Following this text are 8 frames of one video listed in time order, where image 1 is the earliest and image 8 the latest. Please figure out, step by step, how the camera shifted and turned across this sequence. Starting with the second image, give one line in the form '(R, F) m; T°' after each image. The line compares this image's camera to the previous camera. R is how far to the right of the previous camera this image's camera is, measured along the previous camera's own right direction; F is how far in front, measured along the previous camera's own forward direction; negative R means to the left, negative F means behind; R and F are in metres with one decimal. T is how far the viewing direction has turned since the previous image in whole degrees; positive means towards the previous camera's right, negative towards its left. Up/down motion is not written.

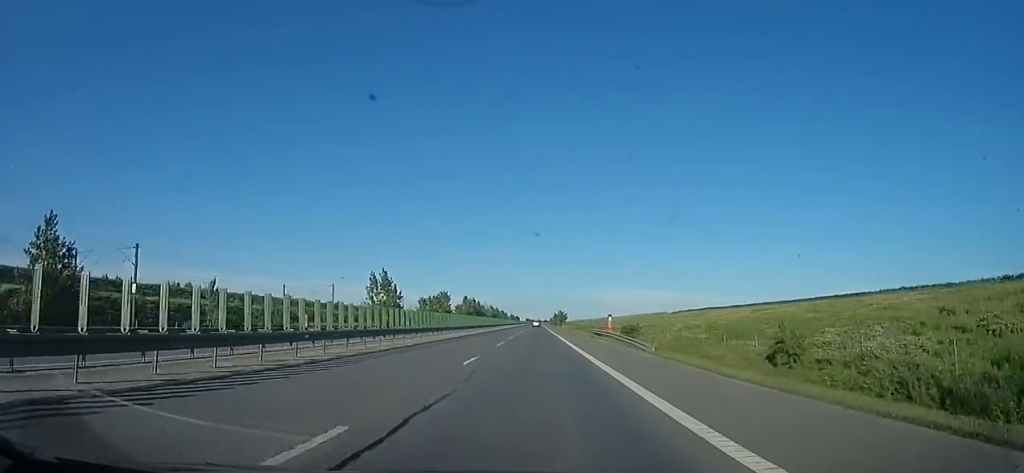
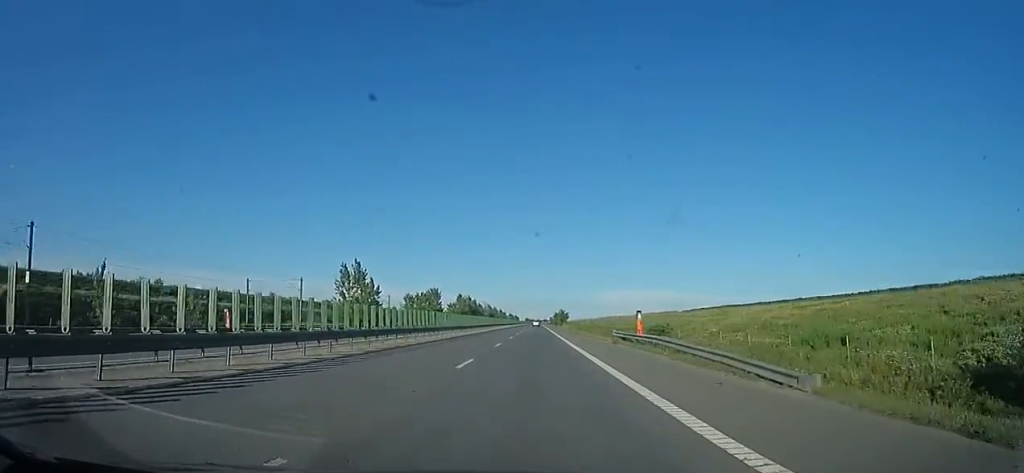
(+0.5, +13.4) m; +1°
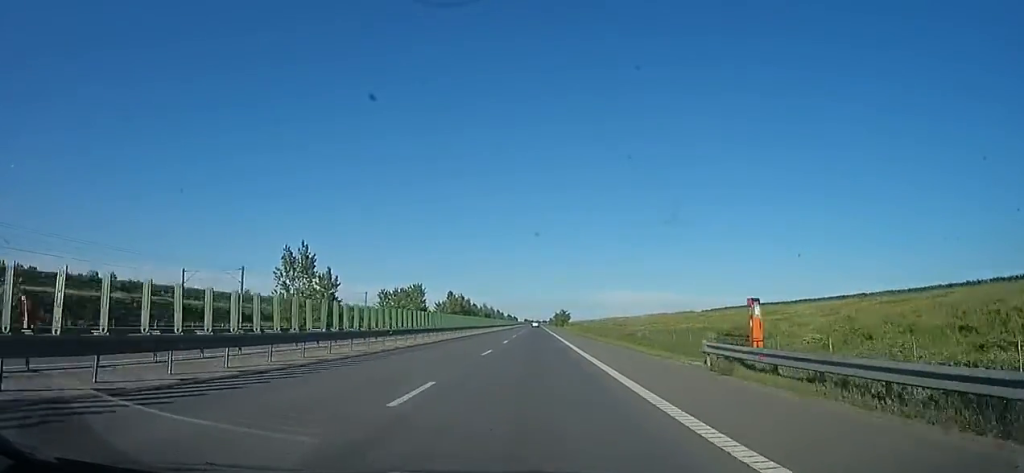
(+0.4, +17.9) m; +1°
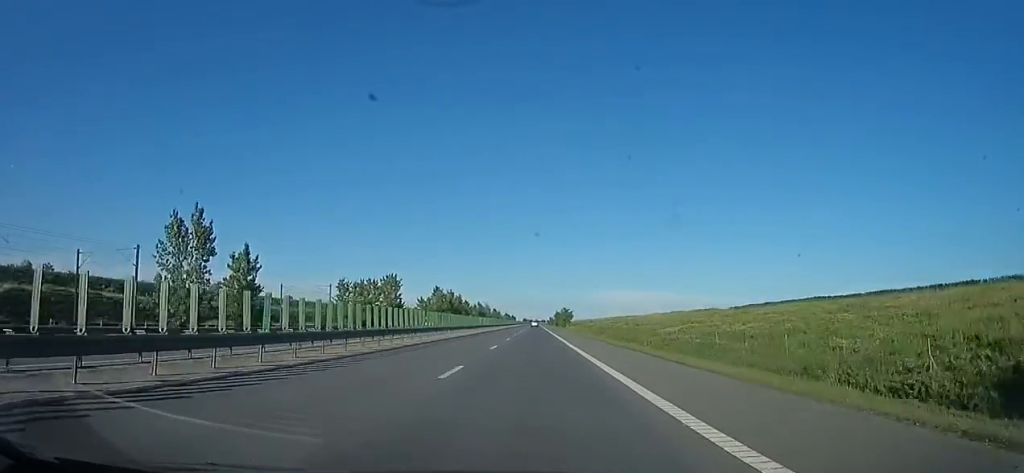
(0.0, +20.3) m; 0°
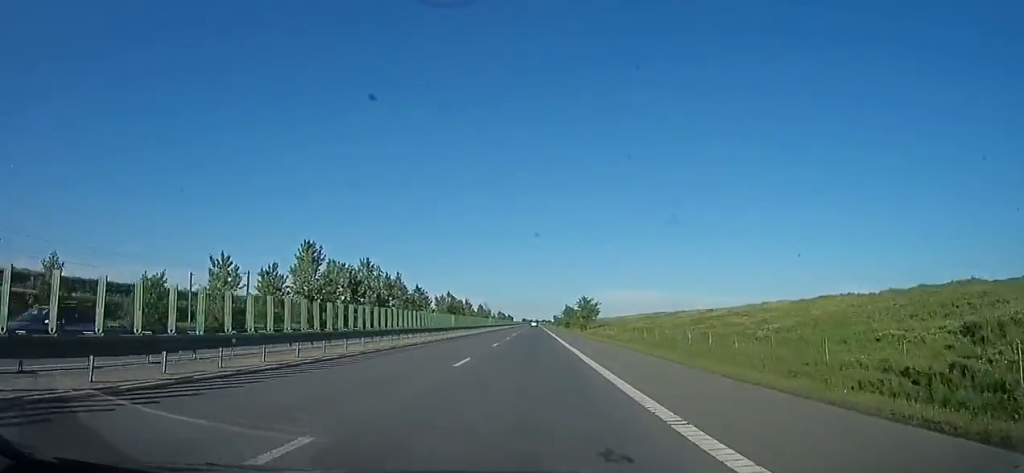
(+0.1, +81.2) m; -2°
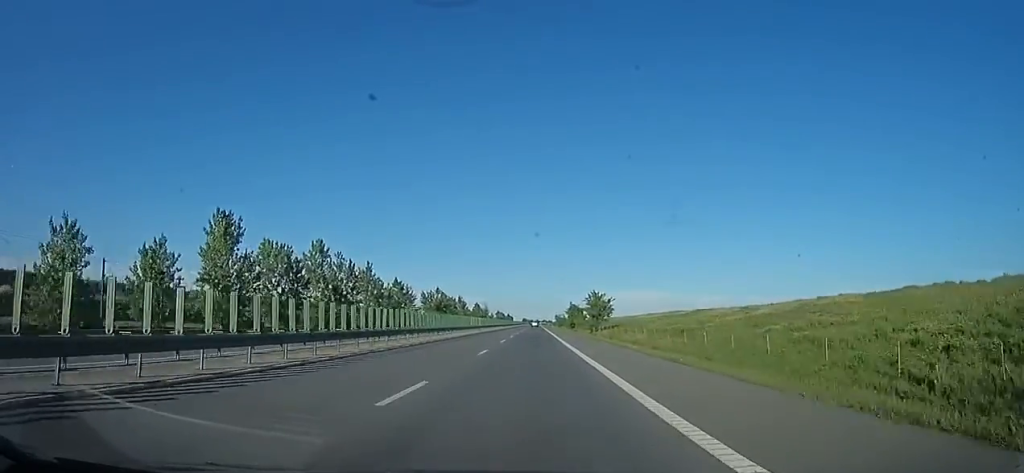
(-0.9, +18.6) m; 0°
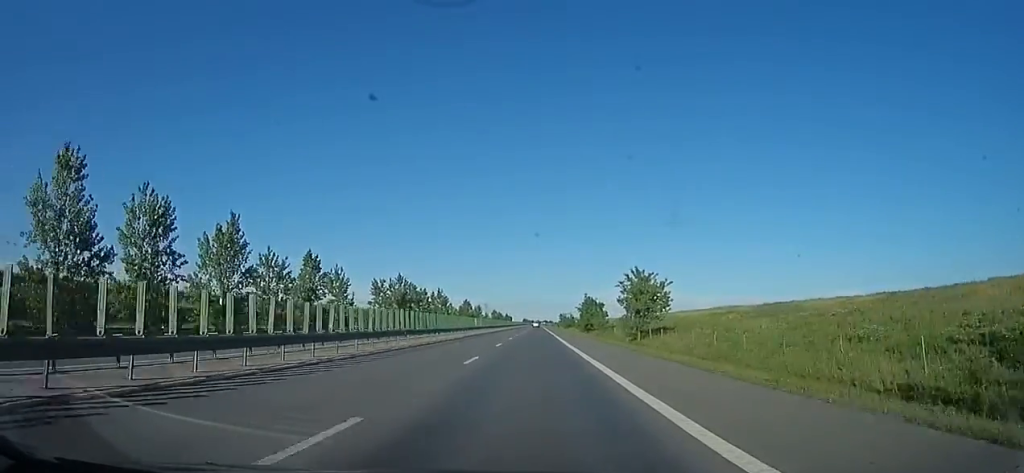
(+0.5, +39.8) m; +2°
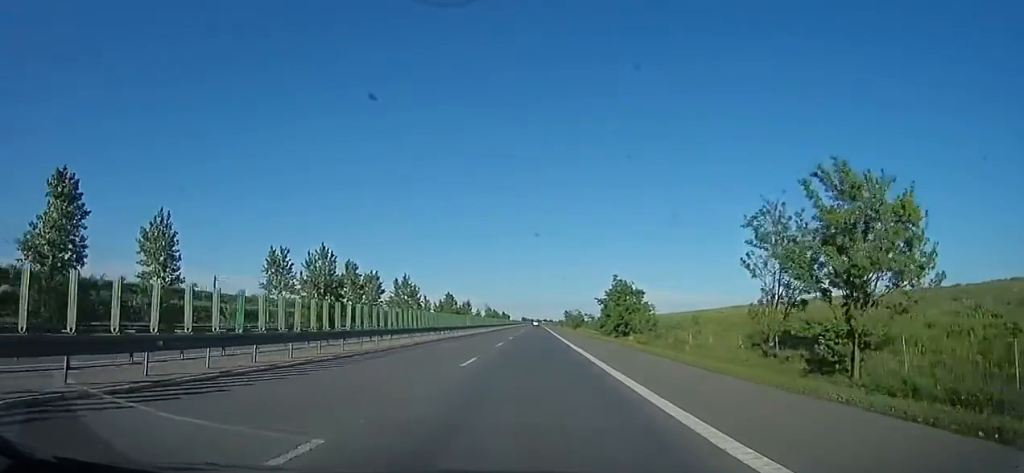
(+0.5, +37.4) m; -1°
